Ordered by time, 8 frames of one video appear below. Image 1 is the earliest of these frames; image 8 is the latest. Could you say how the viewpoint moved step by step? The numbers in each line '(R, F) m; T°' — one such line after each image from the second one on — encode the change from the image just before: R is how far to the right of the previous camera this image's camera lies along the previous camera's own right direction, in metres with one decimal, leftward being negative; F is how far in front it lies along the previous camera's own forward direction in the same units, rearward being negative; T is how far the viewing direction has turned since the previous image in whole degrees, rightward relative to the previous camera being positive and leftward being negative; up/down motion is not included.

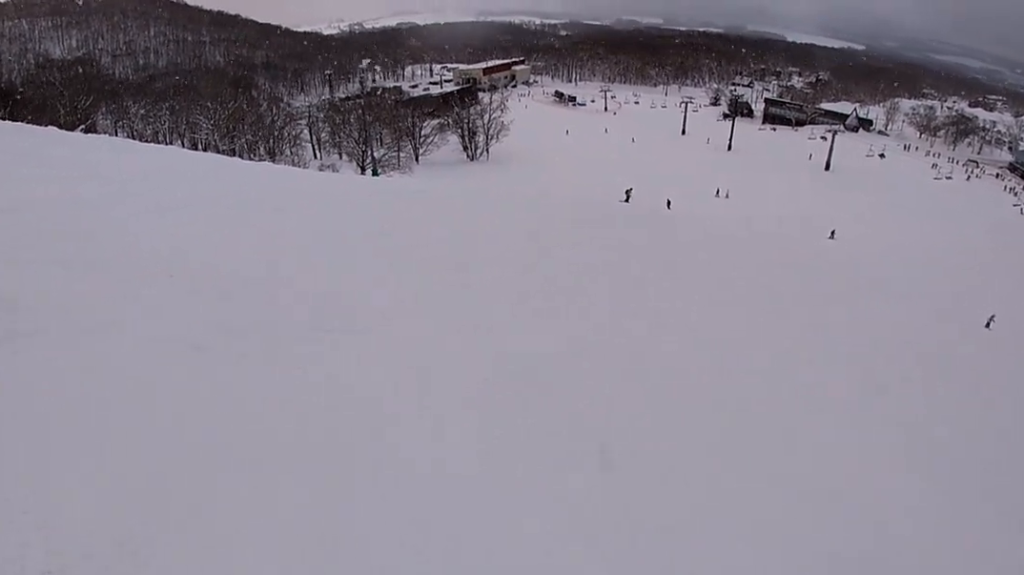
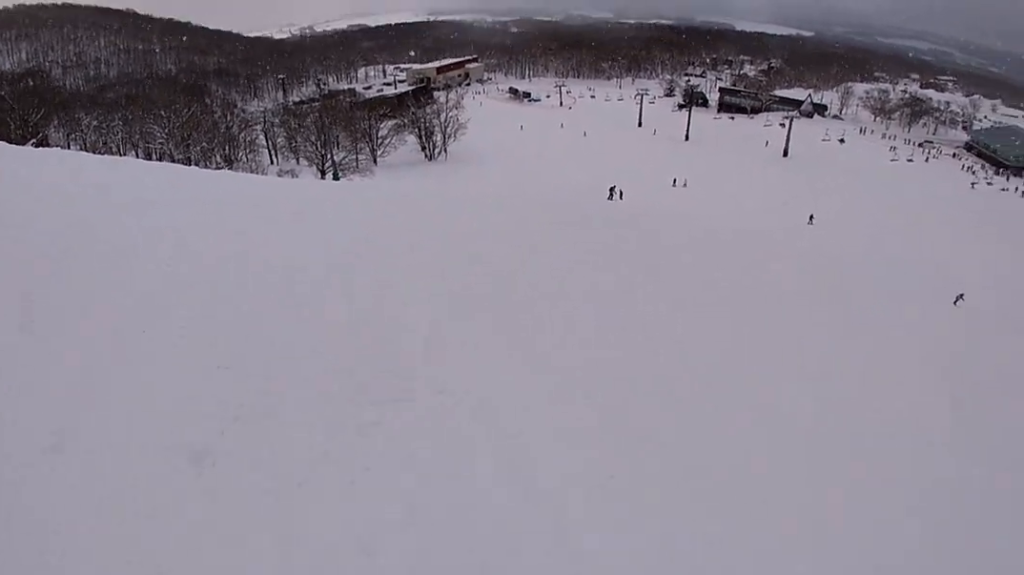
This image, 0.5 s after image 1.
(+0.1, +1.9) m; +12°
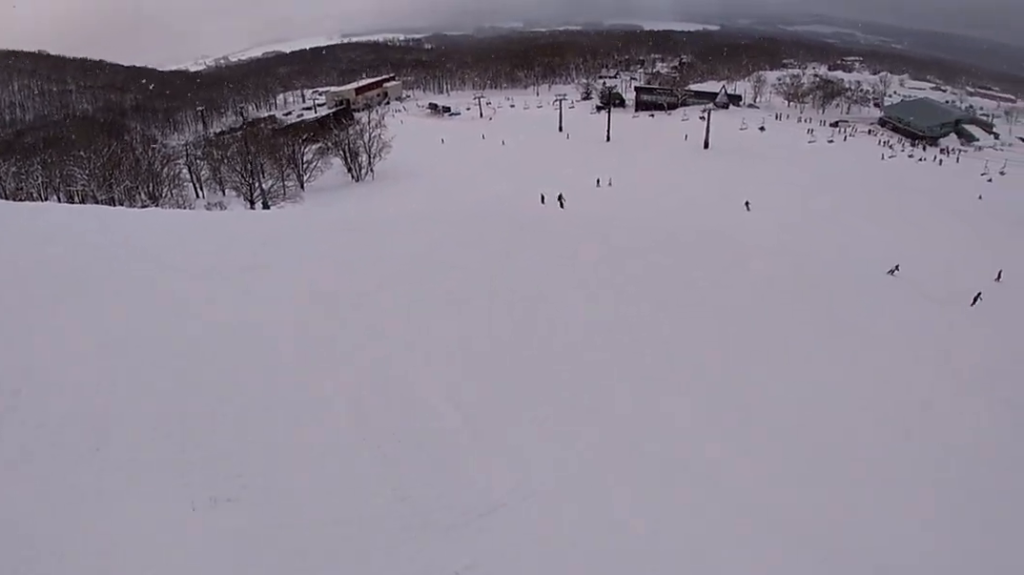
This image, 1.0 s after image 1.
(+0.2, +1.8) m; +16°
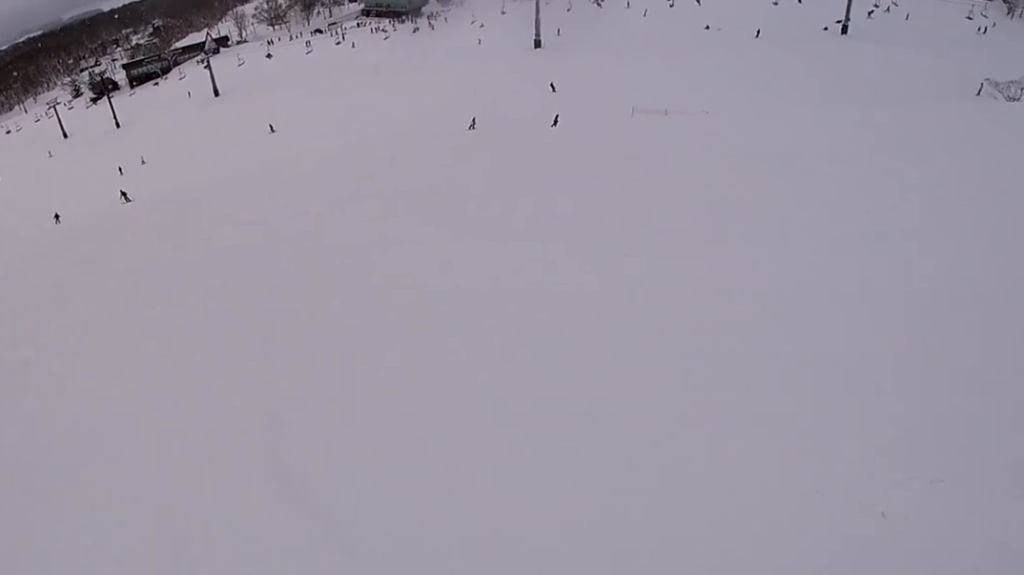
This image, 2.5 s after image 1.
(+2.6, +6.0) m; +45°
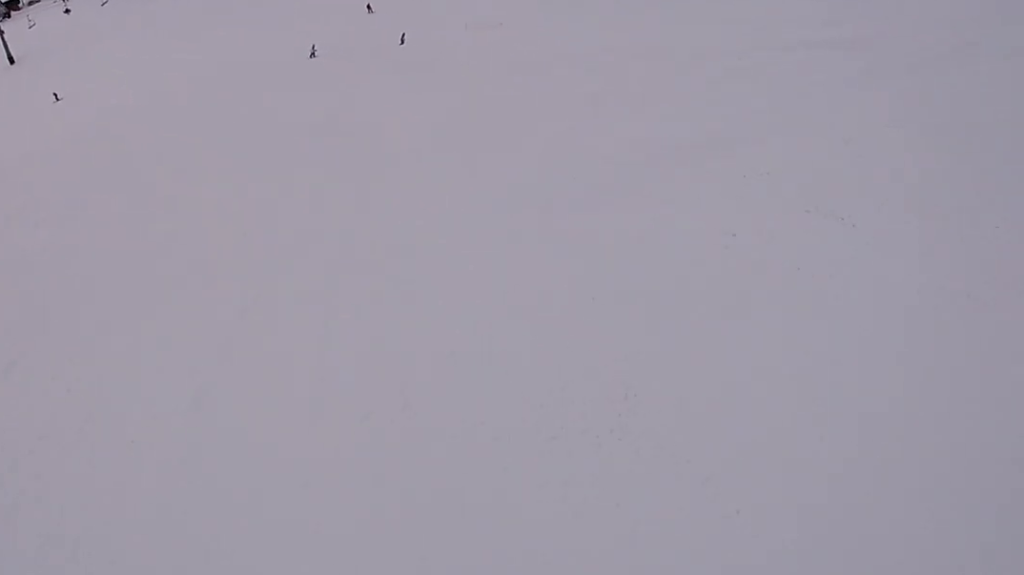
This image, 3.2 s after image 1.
(+0.5, +3.4) m; +21°
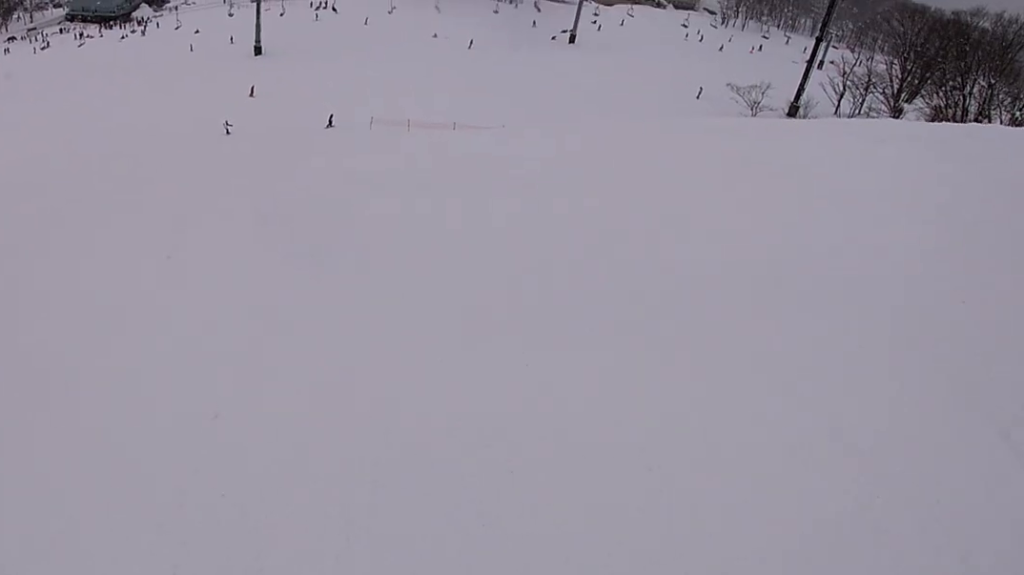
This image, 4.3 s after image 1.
(+1.1, +5.3) m; +9°
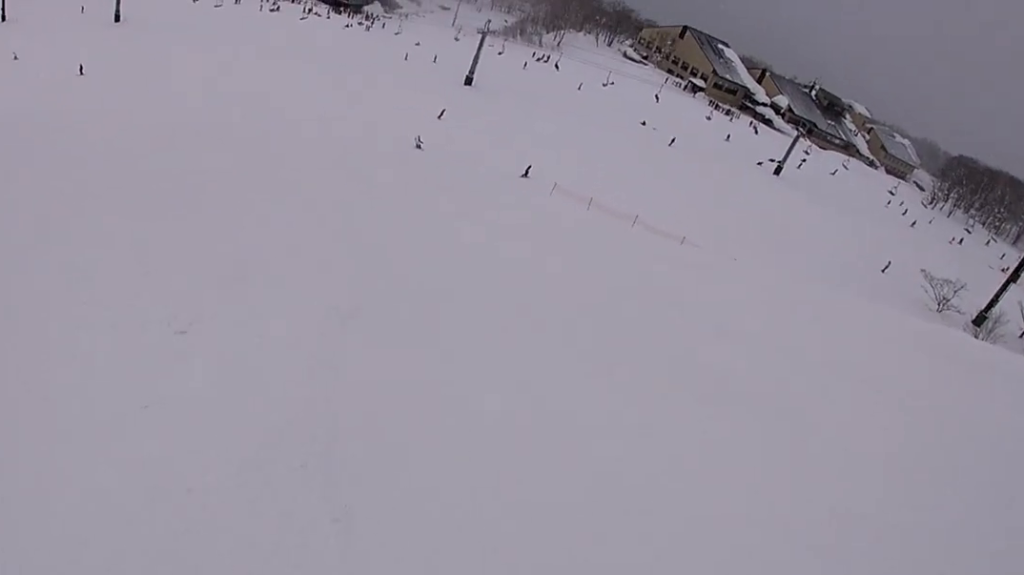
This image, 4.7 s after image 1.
(0.0, +2.6) m; -13°
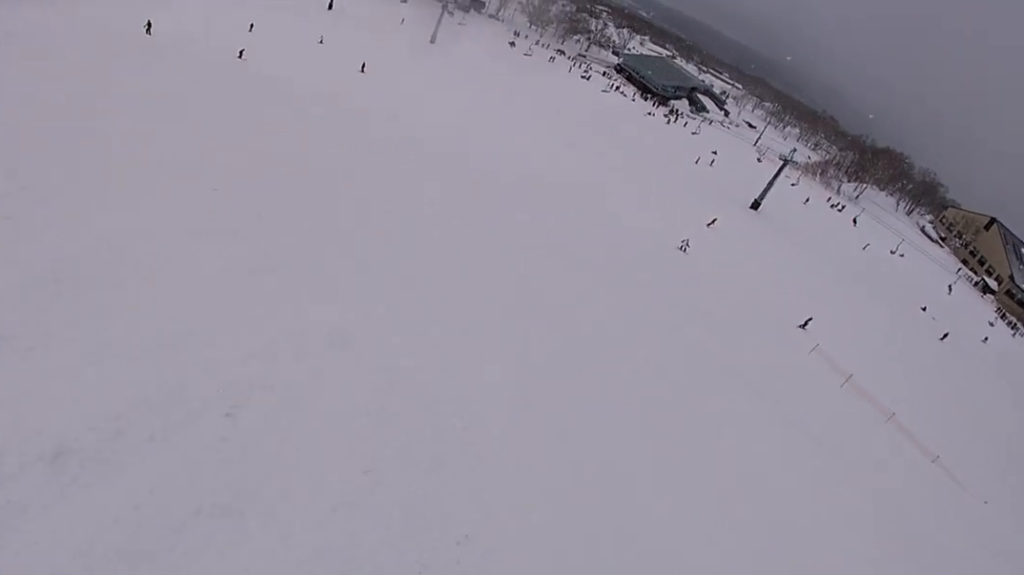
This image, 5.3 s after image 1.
(+0.2, +3.2) m; -17°
